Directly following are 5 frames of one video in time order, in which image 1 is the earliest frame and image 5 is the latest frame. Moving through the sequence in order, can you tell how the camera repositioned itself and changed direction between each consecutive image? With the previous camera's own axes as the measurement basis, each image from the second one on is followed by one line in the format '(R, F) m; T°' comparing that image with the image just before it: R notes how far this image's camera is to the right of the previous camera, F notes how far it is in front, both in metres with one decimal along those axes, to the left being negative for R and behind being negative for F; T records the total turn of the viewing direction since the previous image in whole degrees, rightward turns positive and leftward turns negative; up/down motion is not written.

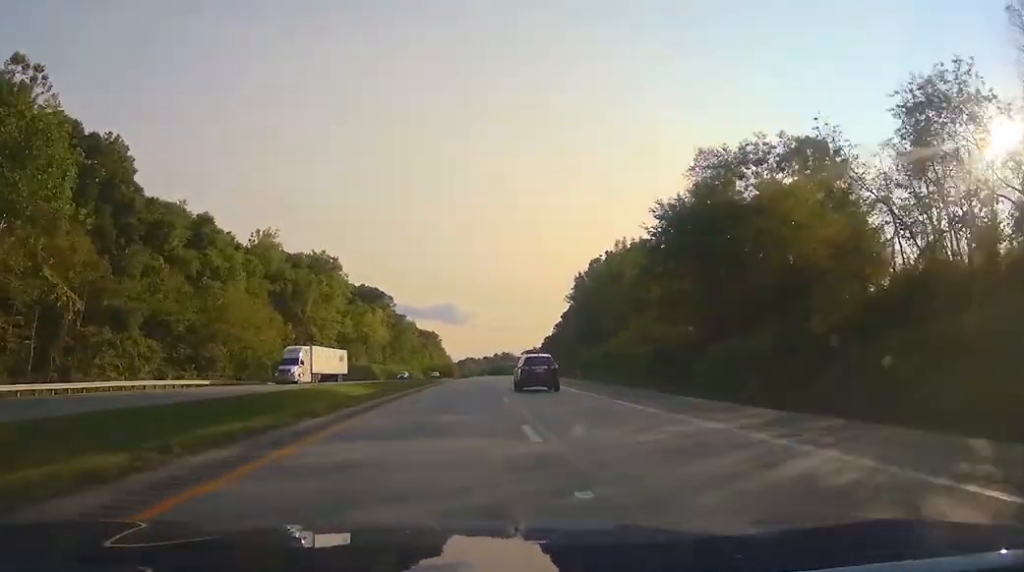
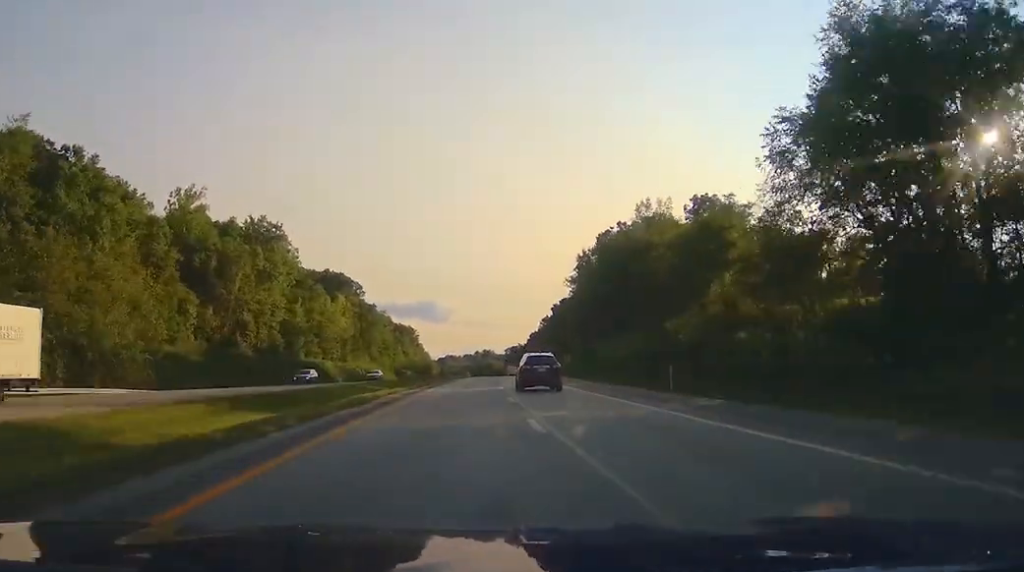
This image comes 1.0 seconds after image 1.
(+0.9, +35.1) m; +3°
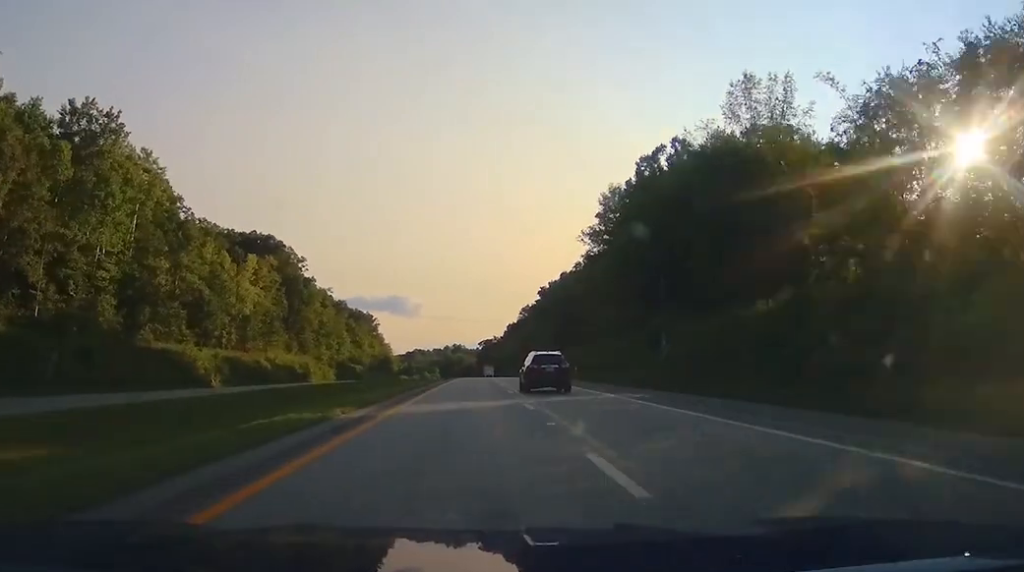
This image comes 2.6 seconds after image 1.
(+1.2, +55.5) m; +2°
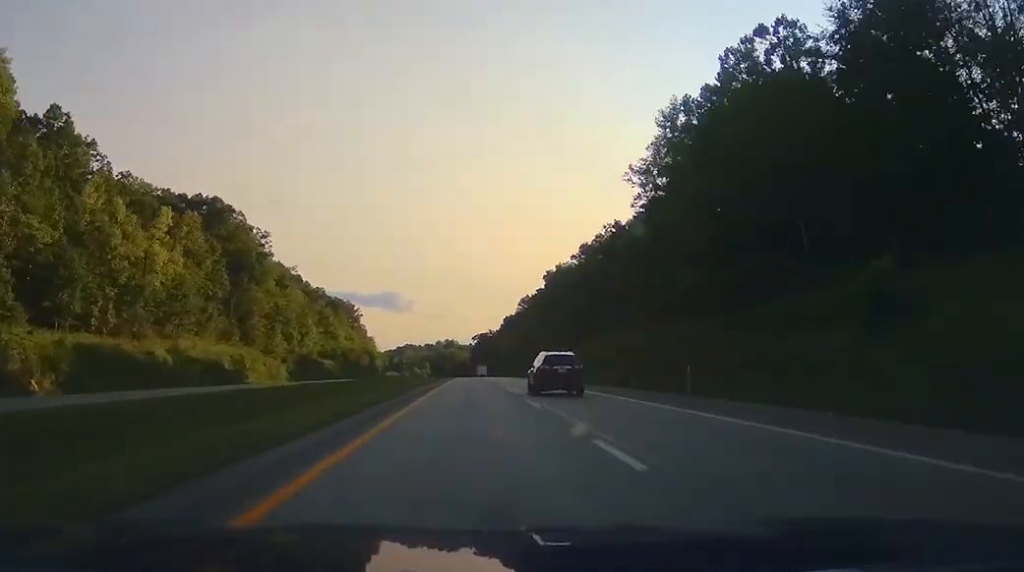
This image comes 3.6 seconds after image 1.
(0.0, +35.2) m; +1°
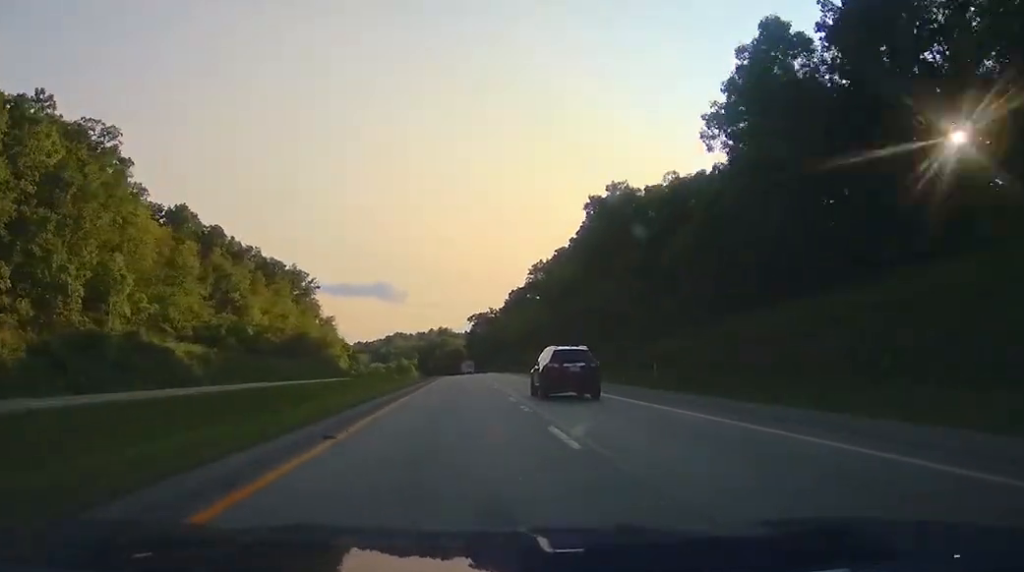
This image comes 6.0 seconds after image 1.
(+1.3, +83.1) m; +1°
